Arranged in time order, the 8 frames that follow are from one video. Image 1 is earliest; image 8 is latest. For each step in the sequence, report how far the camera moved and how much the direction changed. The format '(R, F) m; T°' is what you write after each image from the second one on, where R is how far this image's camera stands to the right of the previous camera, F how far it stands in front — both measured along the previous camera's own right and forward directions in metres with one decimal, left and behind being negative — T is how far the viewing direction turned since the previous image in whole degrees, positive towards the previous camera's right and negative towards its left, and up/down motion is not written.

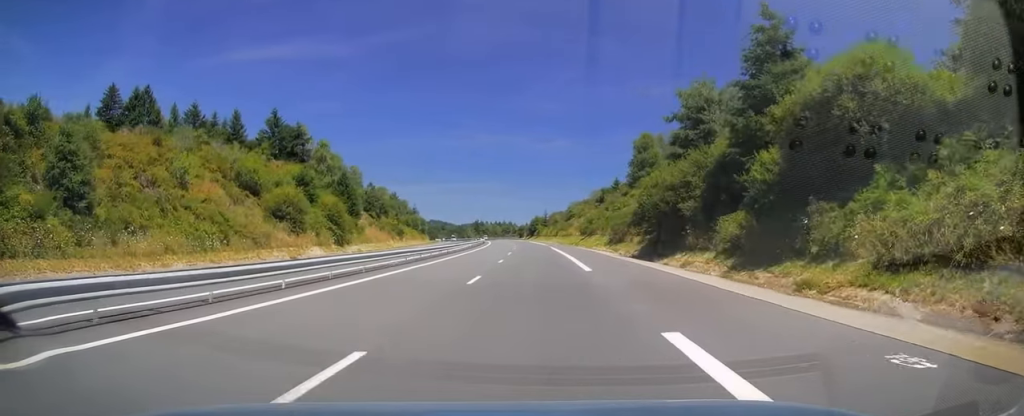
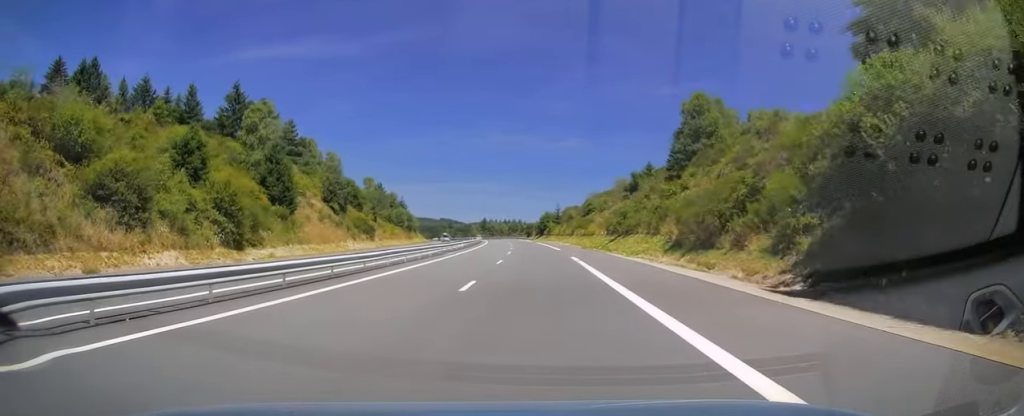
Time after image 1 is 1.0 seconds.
(-0.2, +28.4) m; -1°
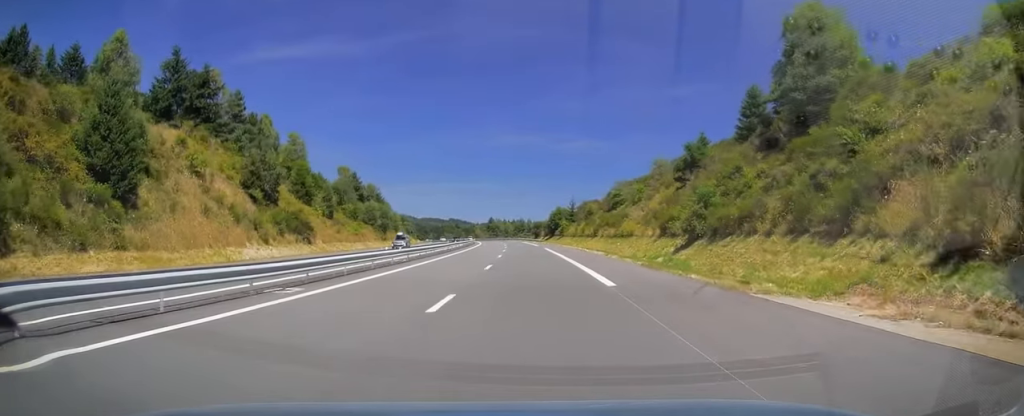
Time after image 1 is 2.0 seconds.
(-0.1, +29.9) m; -1°
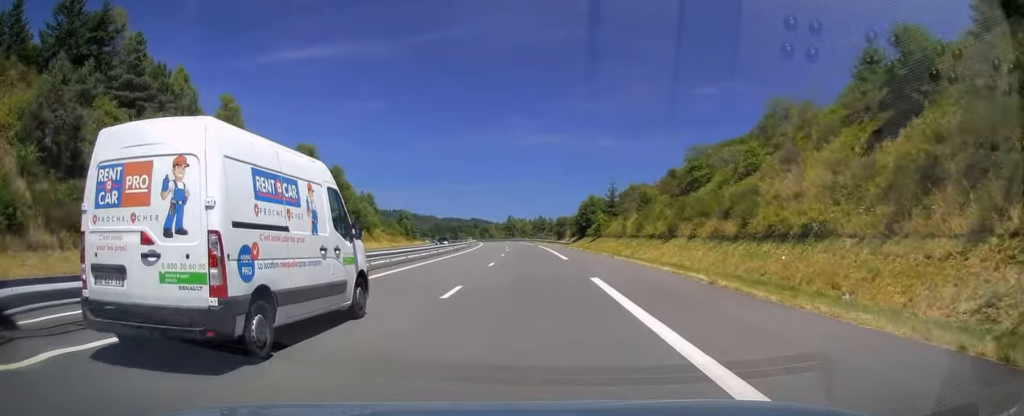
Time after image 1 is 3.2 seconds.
(-0.8, +36.7) m; -2°
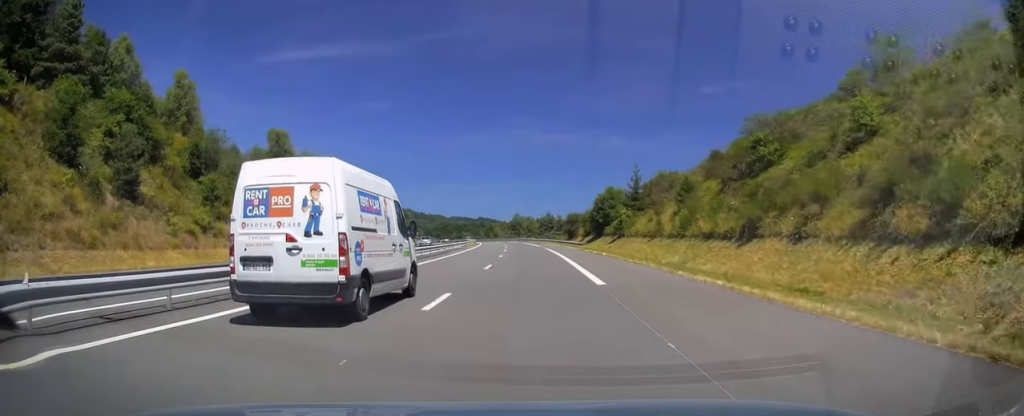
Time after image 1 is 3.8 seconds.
(0.0, +15.2) m; -1°
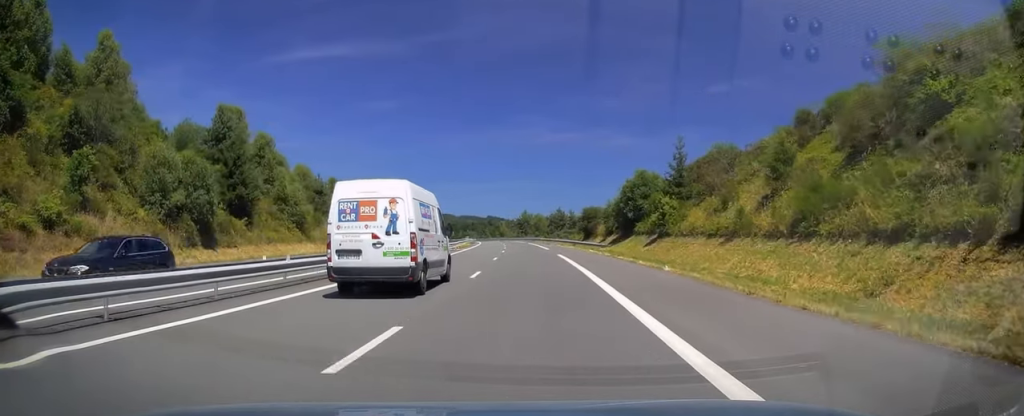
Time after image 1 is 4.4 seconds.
(-0.2, +18.2) m; -1°
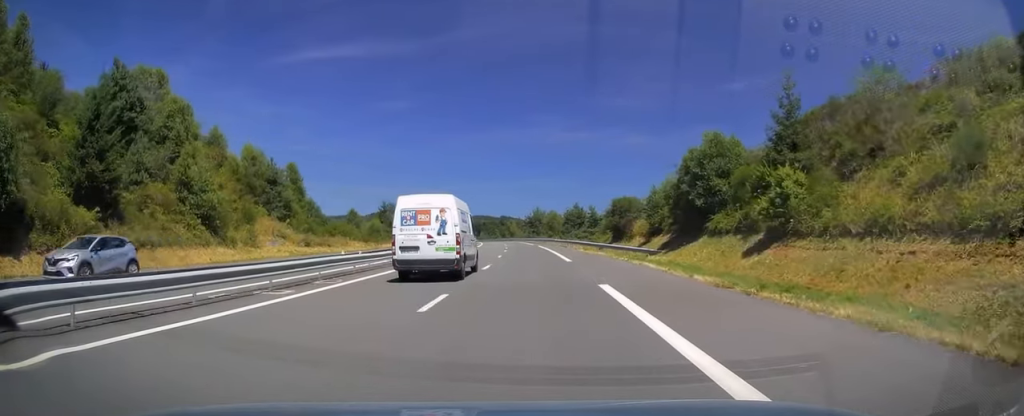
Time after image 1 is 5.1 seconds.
(-0.2, +21.1) m; -1°
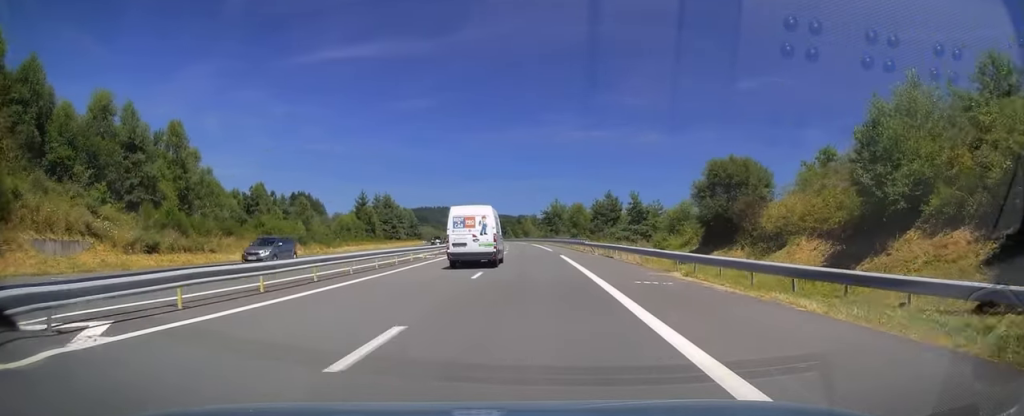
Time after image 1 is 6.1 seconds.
(-0.6, +31.1) m; -2°
